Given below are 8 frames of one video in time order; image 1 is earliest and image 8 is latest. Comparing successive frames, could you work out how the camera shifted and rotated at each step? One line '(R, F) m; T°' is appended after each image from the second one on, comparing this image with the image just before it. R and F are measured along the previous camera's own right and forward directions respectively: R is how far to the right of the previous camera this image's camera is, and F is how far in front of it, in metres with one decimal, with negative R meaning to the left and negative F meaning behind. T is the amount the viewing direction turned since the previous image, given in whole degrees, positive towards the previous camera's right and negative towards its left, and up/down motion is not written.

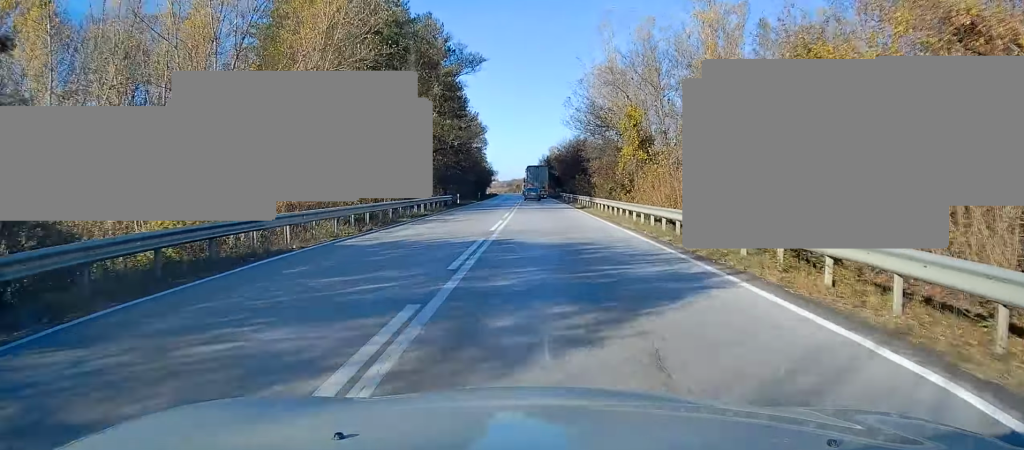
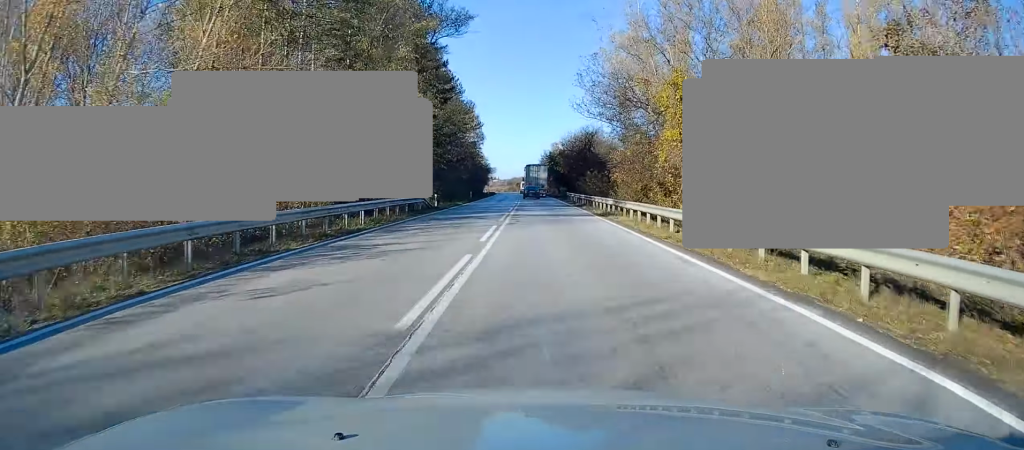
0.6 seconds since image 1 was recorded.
(0.0, +13.1) m; -1°
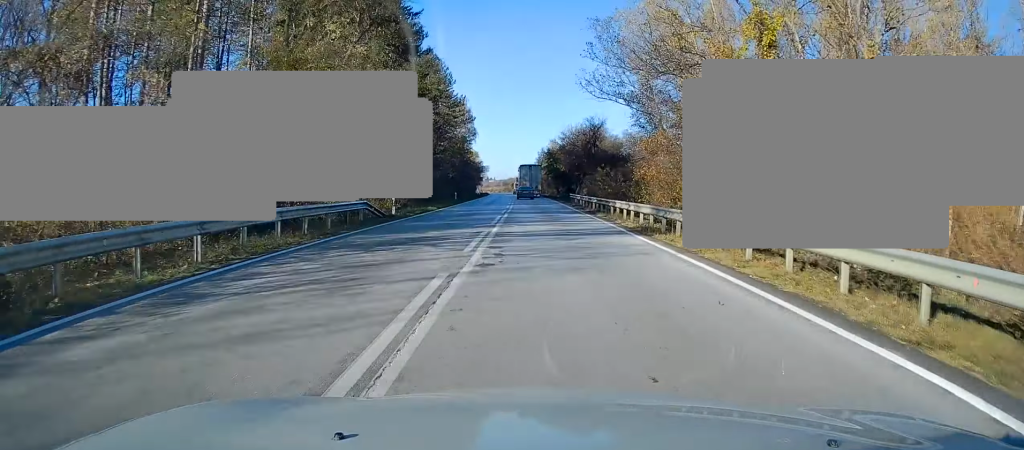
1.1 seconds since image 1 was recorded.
(-0.2, +11.6) m; 0°
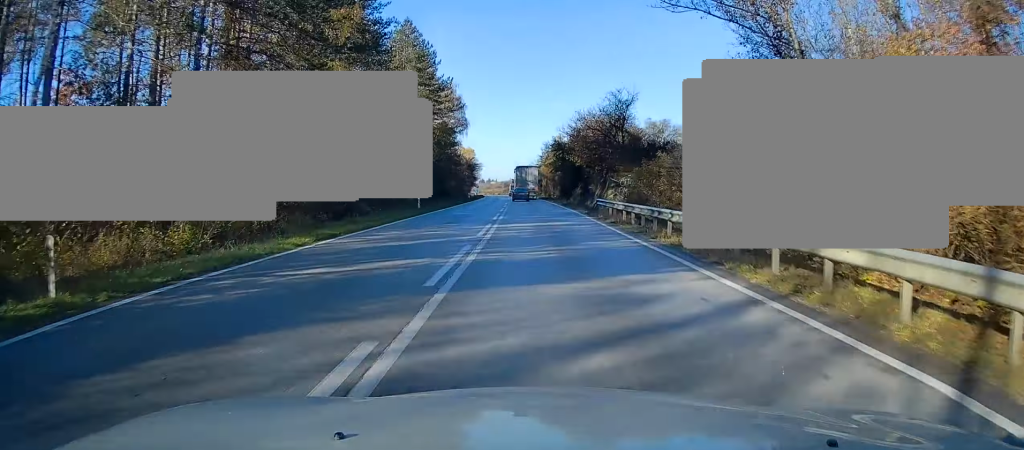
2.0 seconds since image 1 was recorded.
(0.0, +21.7) m; +1°
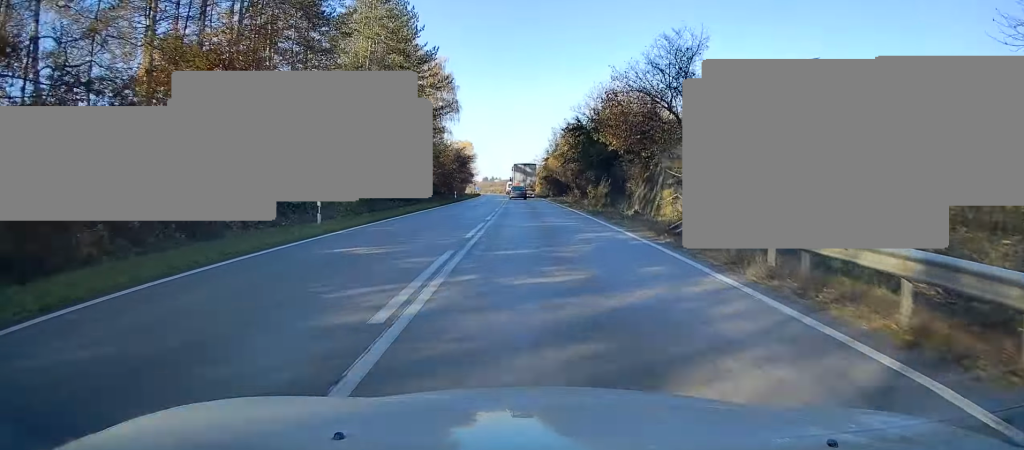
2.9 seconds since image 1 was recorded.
(+0.2, +20.2) m; 0°
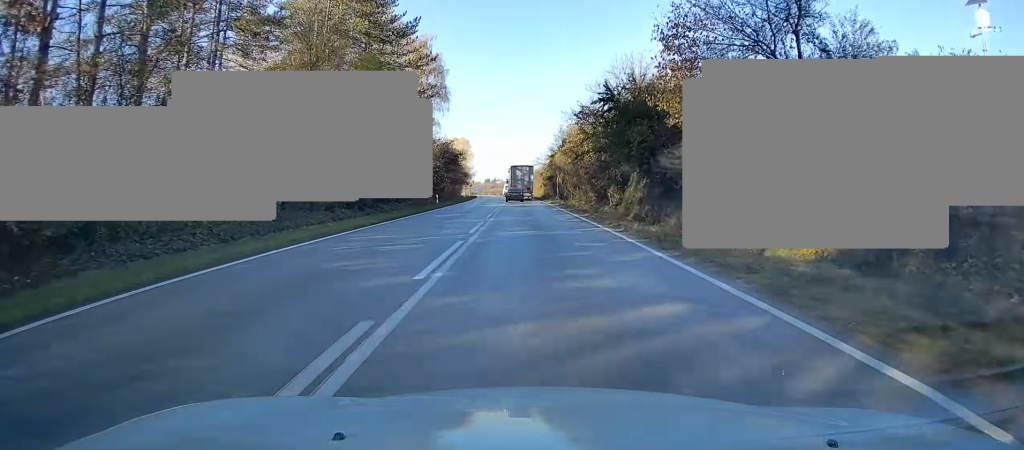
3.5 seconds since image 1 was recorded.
(+0.1, +14.8) m; -1°
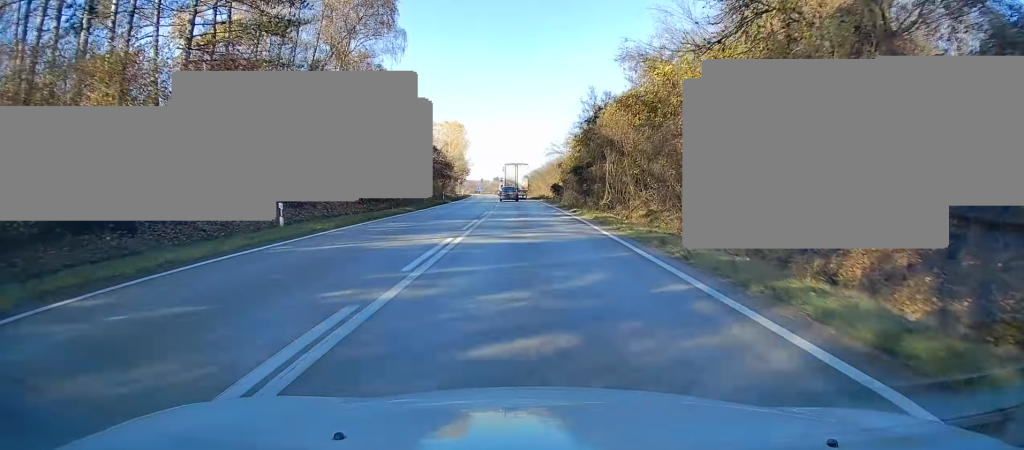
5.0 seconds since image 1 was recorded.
(-0.7, +35.1) m; -2°
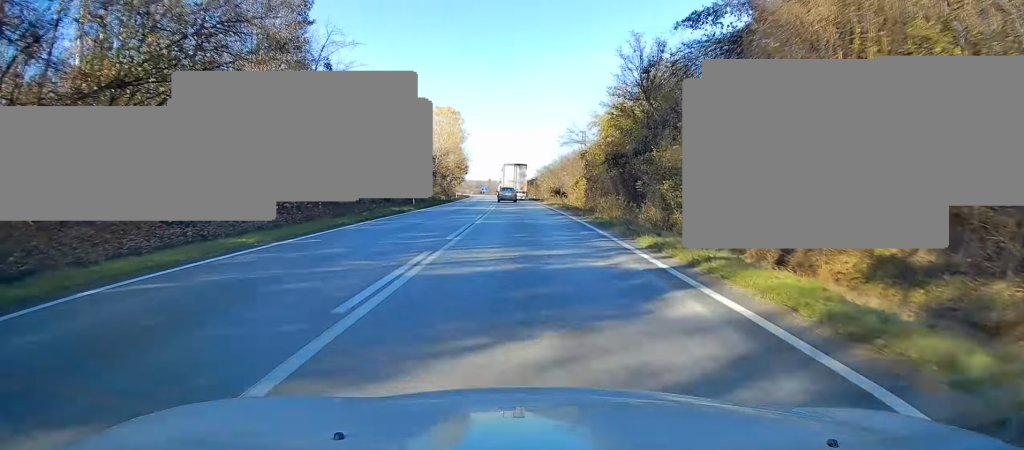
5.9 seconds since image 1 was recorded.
(-0.2, +20.9) m; -1°
